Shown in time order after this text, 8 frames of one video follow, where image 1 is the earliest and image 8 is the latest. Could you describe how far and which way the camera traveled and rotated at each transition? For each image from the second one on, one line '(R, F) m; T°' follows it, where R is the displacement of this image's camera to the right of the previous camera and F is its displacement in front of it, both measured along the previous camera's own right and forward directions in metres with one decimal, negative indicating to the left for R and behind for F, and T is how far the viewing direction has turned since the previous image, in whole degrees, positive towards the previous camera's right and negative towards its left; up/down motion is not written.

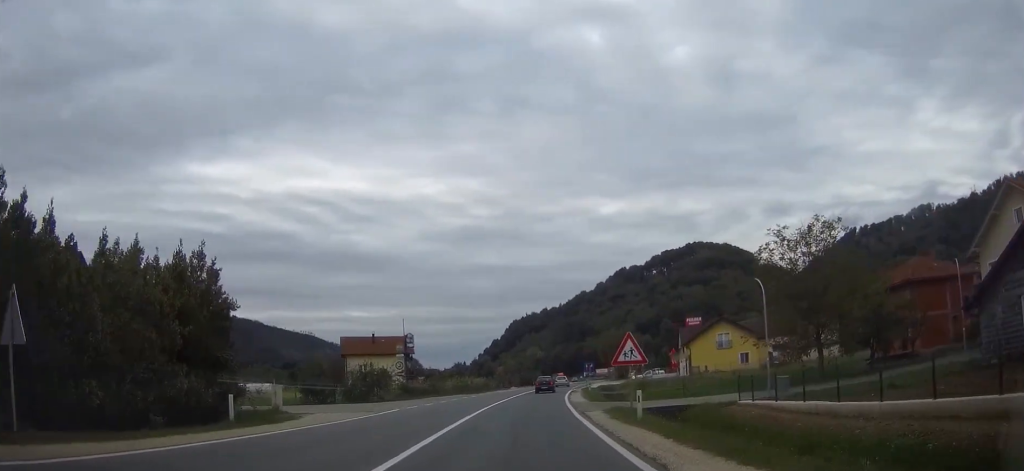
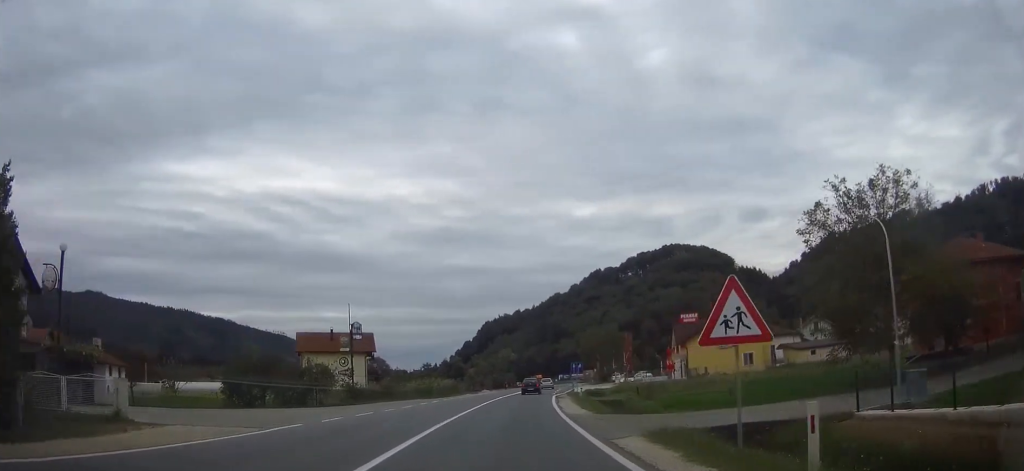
(+0.1, +11.7) m; +1°
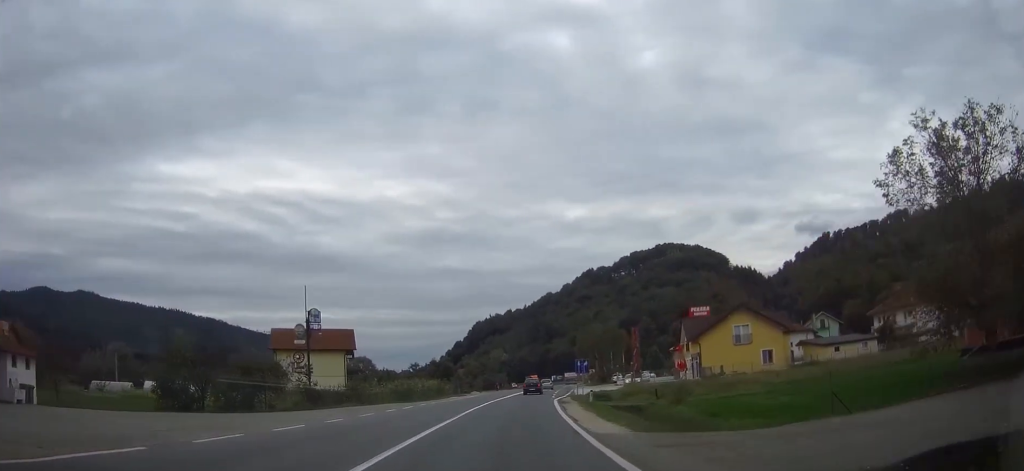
(+0.1, +9.0) m; +1°
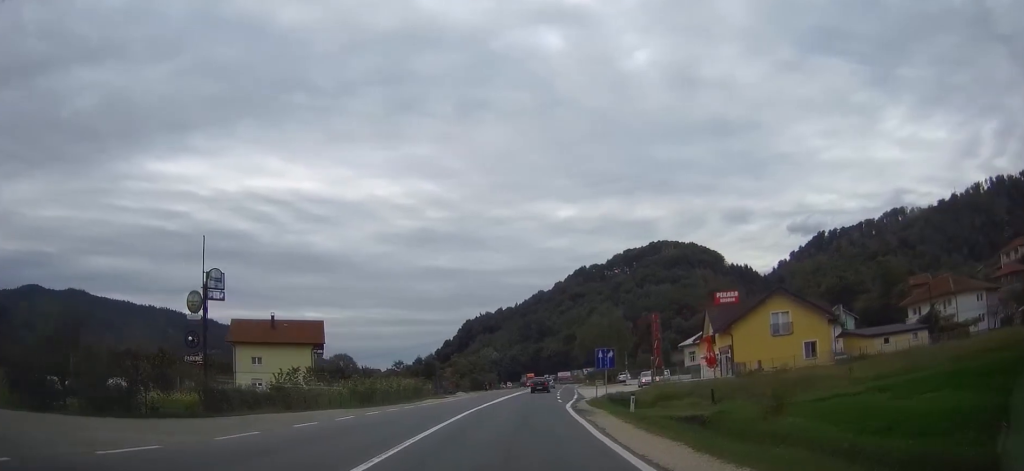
(+0.1, +13.3) m; +1°
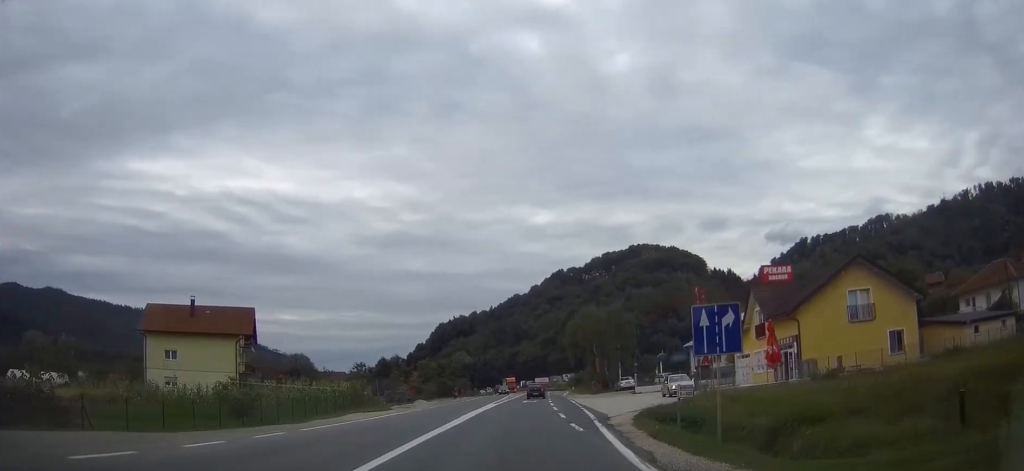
(+0.3, +18.9) m; +2°
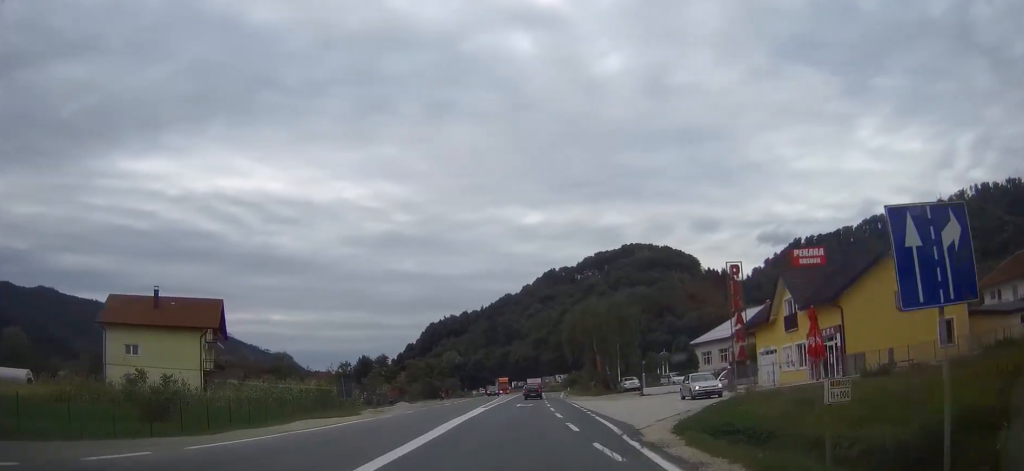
(0.0, +7.1) m; 0°
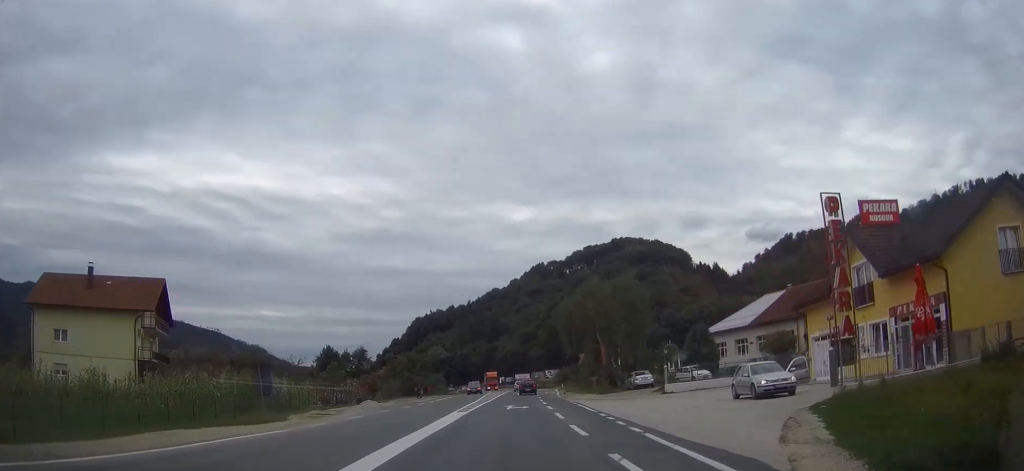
(0.0, +11.0) m; +1°
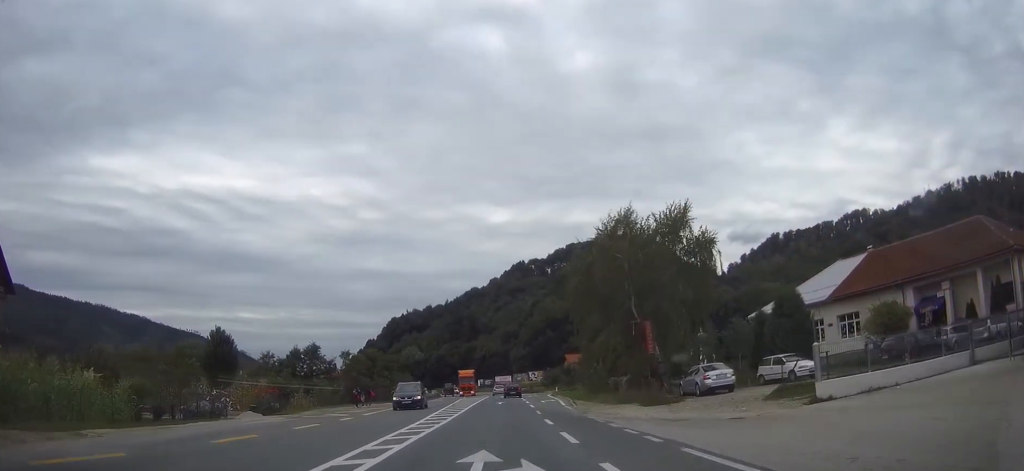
(+0.5, +22.8) m; +2°
